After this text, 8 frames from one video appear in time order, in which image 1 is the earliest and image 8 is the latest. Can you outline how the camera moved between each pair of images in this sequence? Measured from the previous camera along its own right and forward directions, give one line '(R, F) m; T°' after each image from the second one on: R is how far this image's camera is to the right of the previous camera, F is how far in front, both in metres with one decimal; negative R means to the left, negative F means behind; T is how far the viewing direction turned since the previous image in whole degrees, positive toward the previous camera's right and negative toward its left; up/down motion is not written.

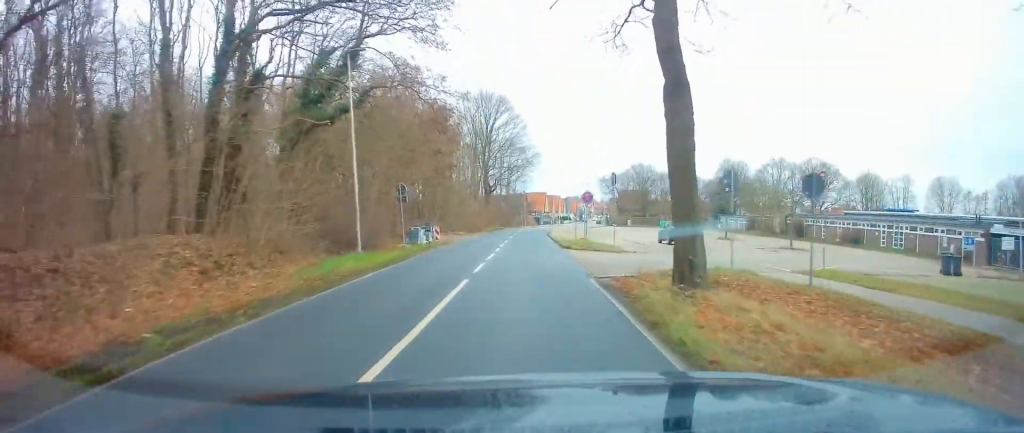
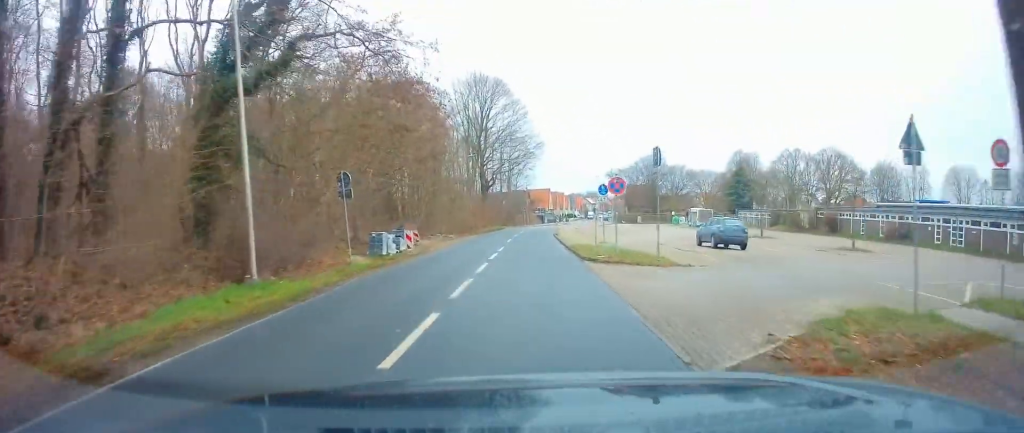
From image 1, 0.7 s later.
(-0.2, +7.8) m; -1°
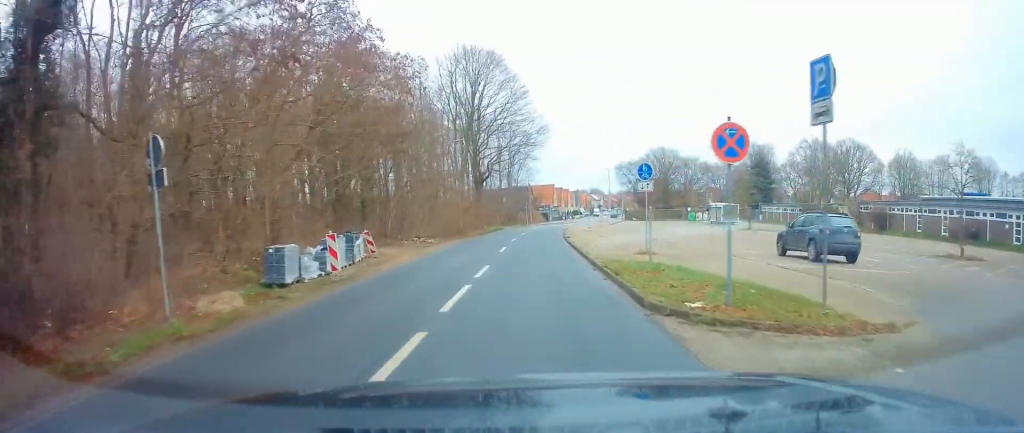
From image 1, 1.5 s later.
(-0.3, +9.5) m; 0°
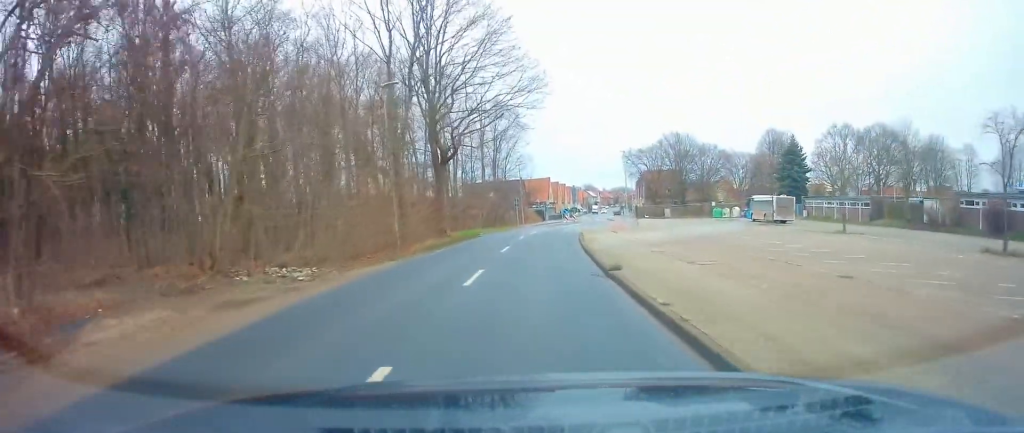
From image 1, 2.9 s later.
(+0.4, +19.4) m; 0°
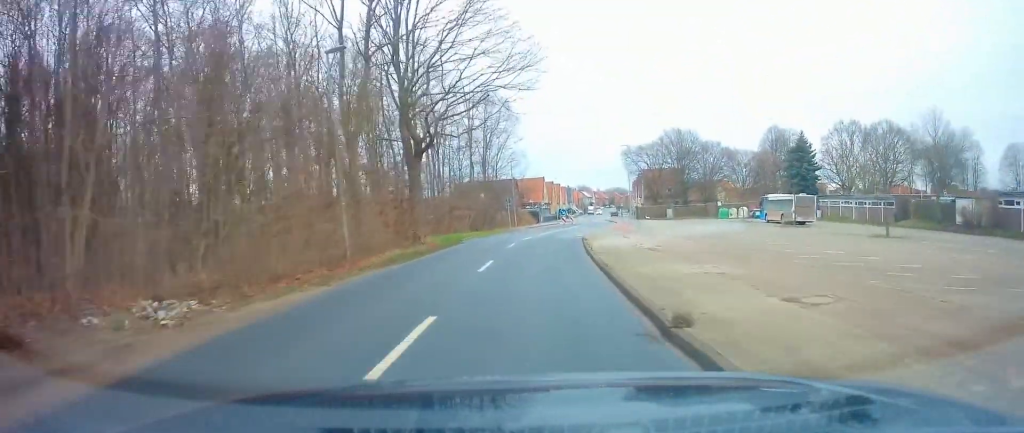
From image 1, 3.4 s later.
(0.0, +6.2) m; -1°
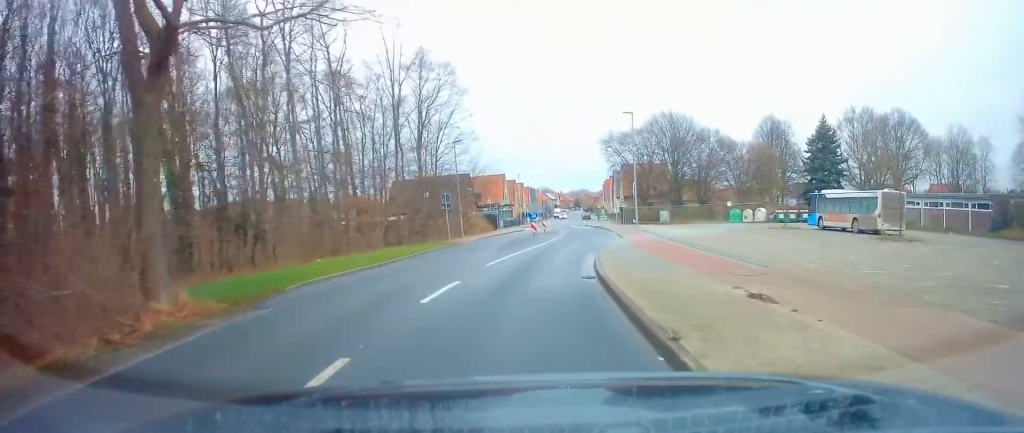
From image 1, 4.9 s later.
(-0.1, +20.0) m; +2°
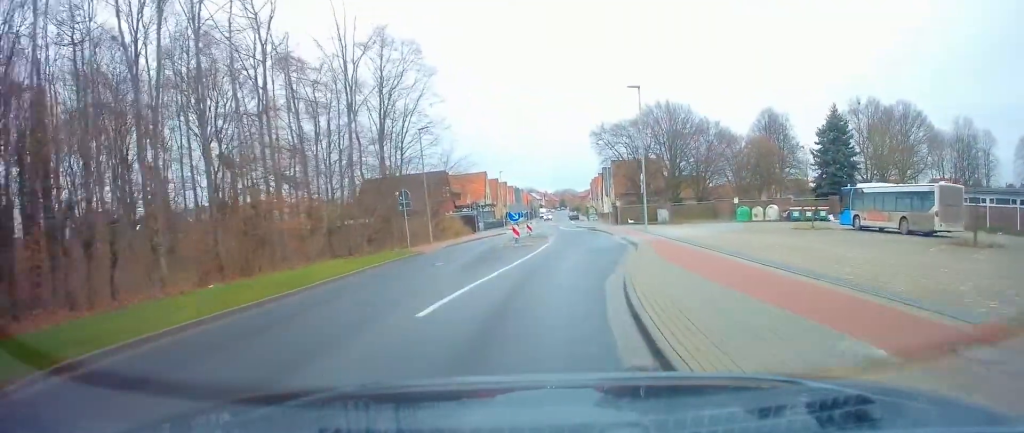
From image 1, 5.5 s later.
(+0.1, +7.6) m; +3°
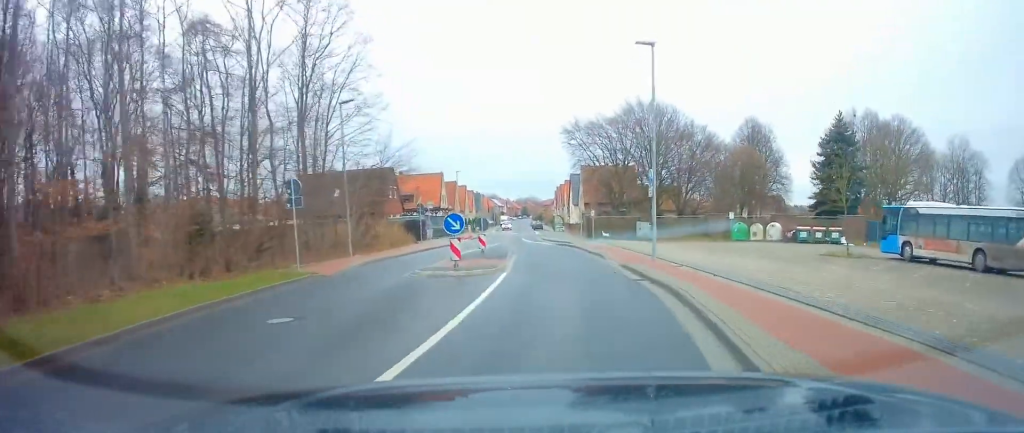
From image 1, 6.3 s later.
(+0.3, +9.7) m; +4°
